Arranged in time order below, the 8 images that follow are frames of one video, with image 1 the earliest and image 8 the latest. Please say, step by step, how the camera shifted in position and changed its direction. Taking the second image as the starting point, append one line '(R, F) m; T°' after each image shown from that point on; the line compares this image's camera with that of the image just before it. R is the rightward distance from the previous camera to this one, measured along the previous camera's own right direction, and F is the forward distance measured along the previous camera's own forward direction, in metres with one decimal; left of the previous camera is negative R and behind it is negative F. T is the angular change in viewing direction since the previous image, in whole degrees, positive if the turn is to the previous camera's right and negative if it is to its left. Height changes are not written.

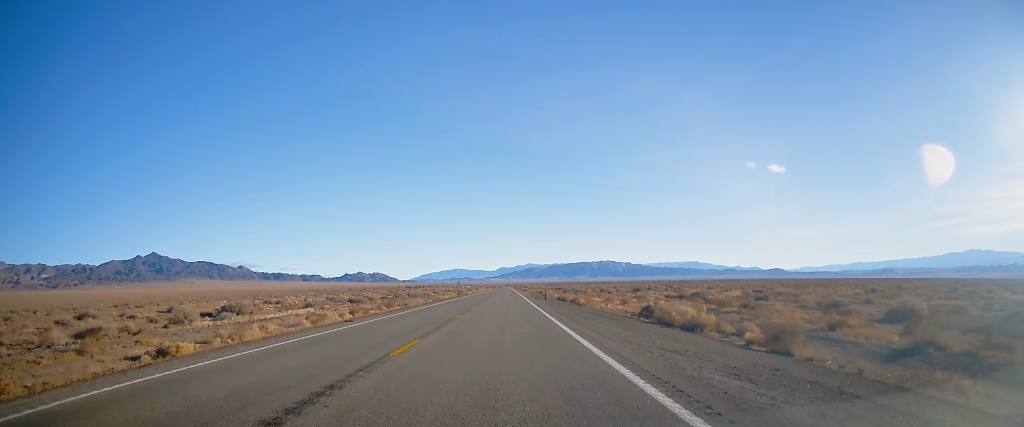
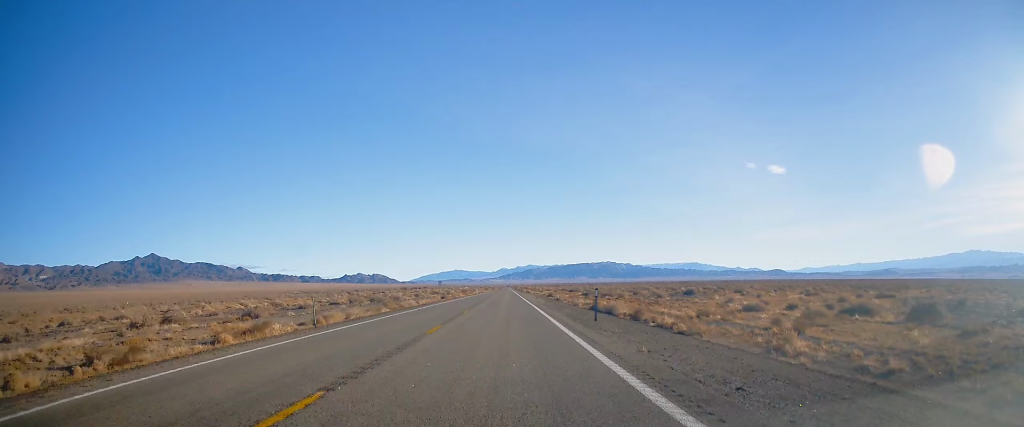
(-0.2, +31.4) m; 0°
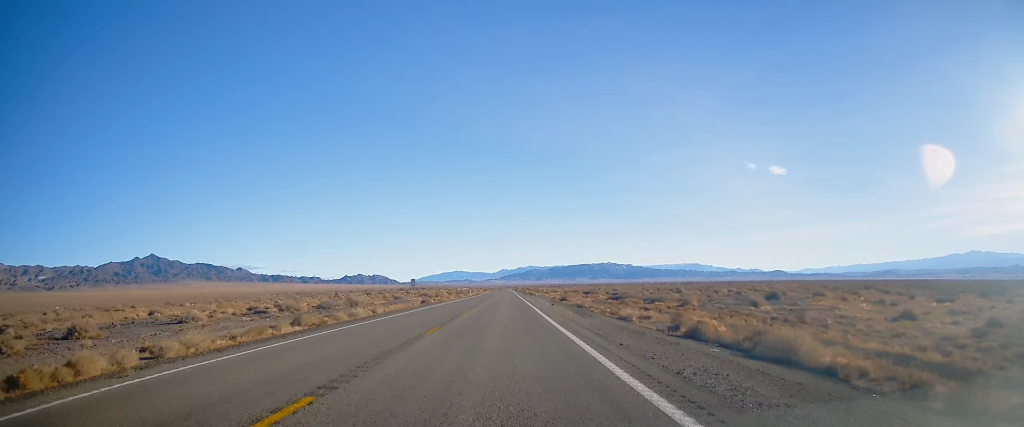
(+0.1, +24.6) m; 0°
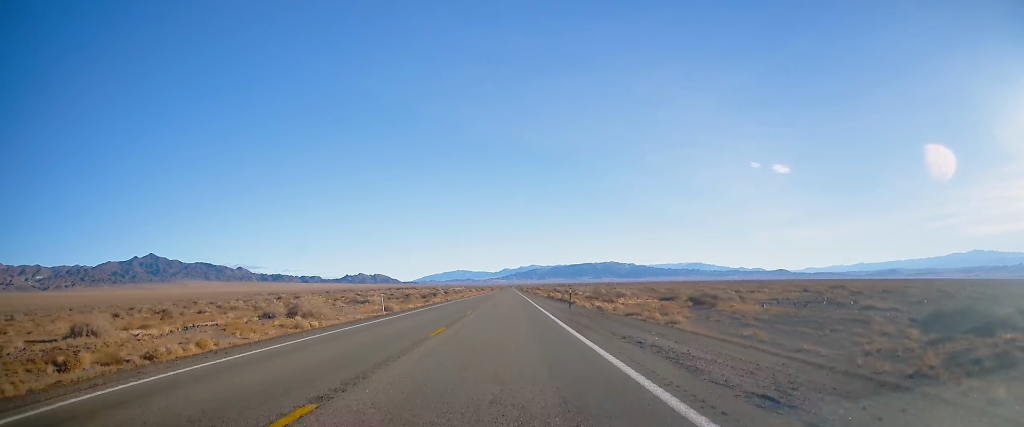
(-0.5, +85.9) m; 0°
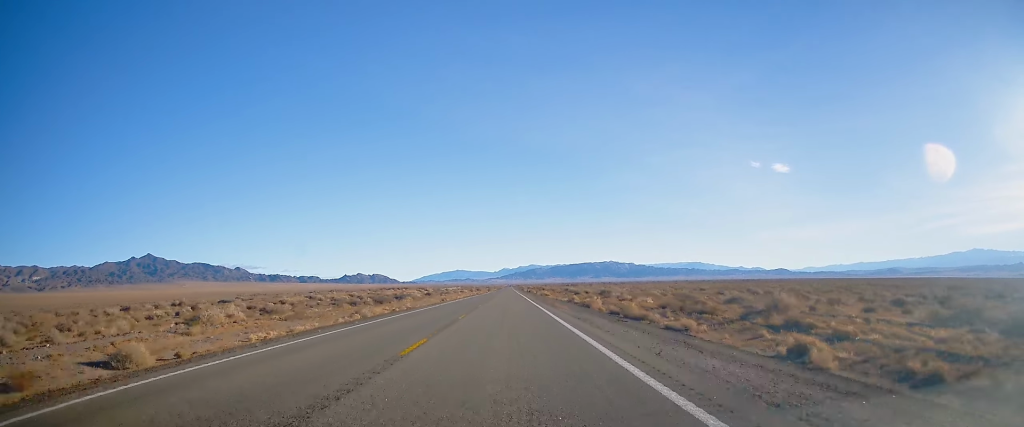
(+0.4, +40.6) m; 0°
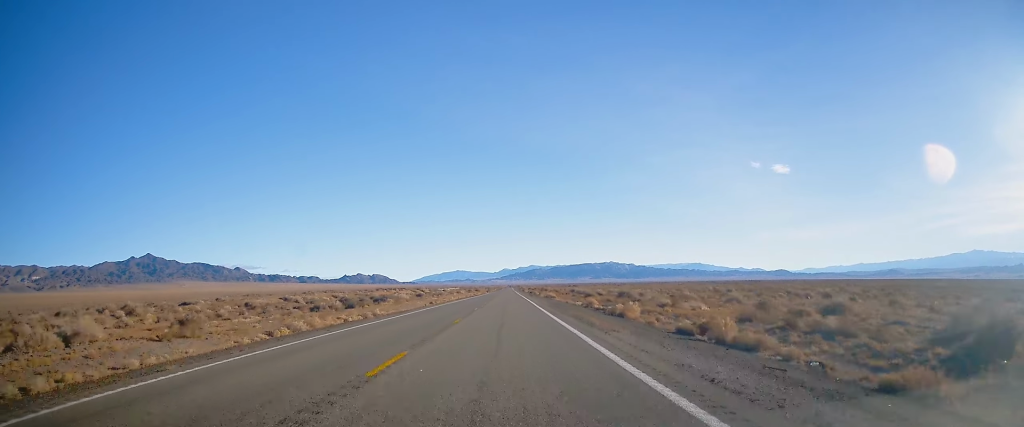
(+0.3, +14.5) m; 0°
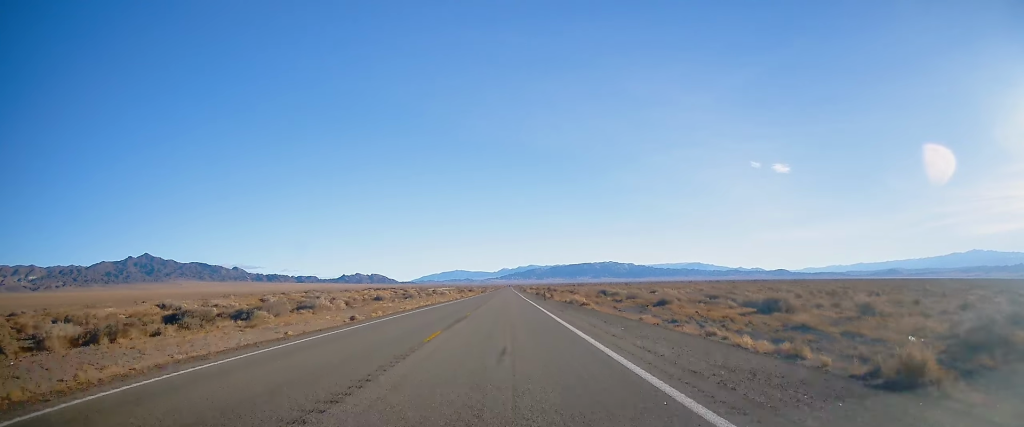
(-0.9, +42.6) m; -1°
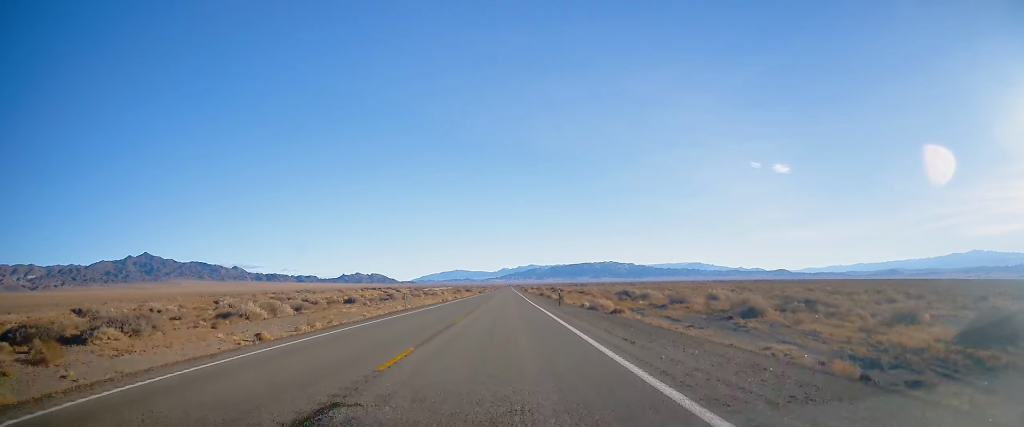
(+0.1, +16.9) m; 0°
